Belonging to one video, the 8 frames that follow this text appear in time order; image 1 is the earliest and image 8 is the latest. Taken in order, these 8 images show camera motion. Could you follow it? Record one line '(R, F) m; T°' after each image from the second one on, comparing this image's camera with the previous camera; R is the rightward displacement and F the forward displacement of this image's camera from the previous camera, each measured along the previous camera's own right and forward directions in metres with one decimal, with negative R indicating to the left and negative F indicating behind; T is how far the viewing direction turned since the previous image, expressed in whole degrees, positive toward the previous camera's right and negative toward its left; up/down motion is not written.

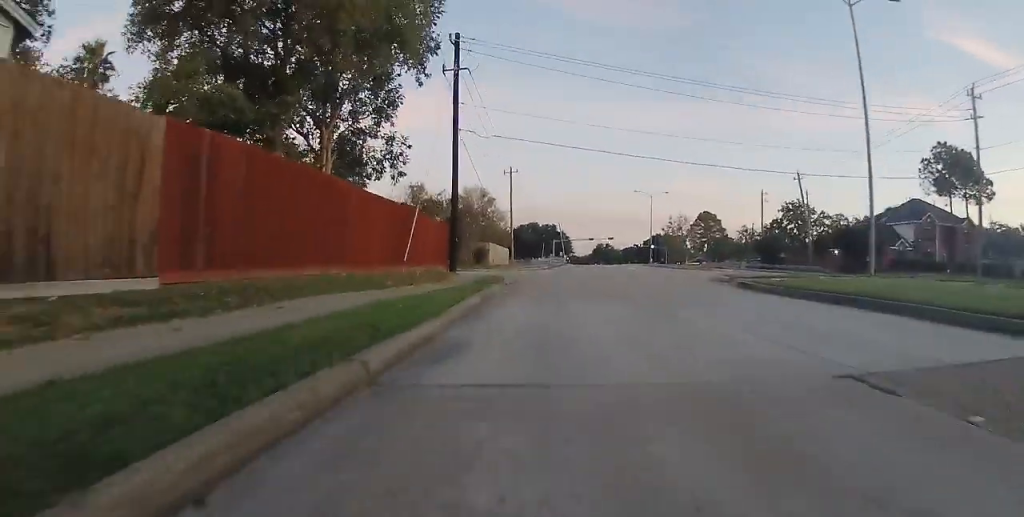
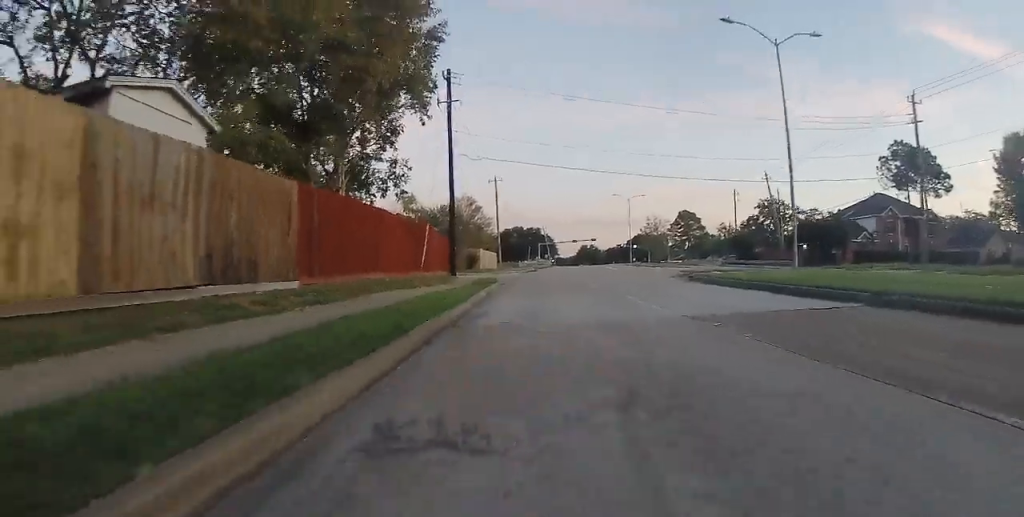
(0.0, +5.1) m; 0°
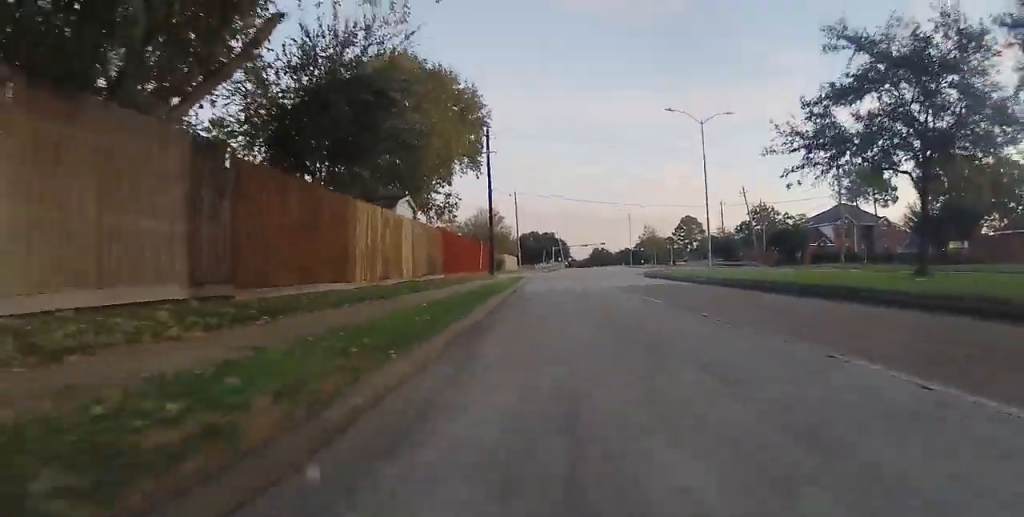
(0.0, +14.4) m; 0°
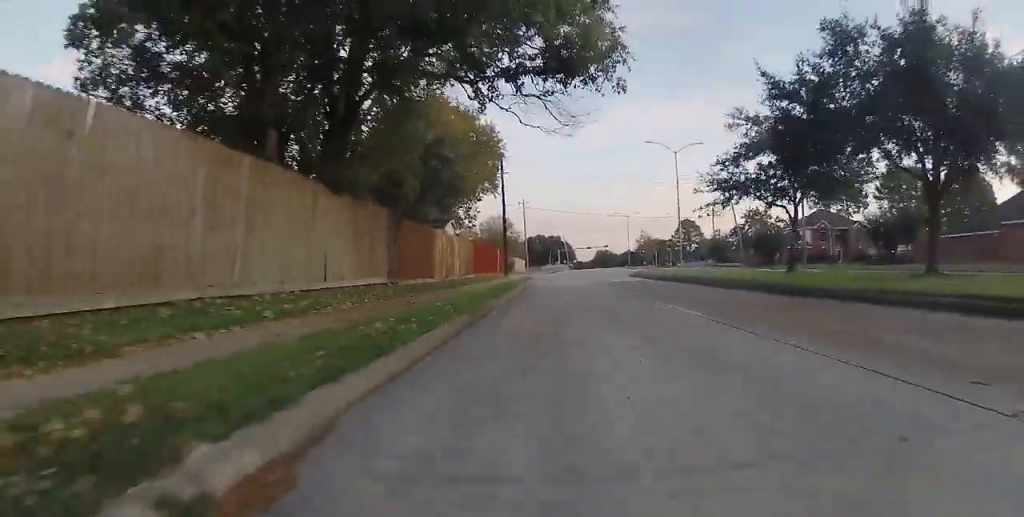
(0.0, +9.3) m; -3°
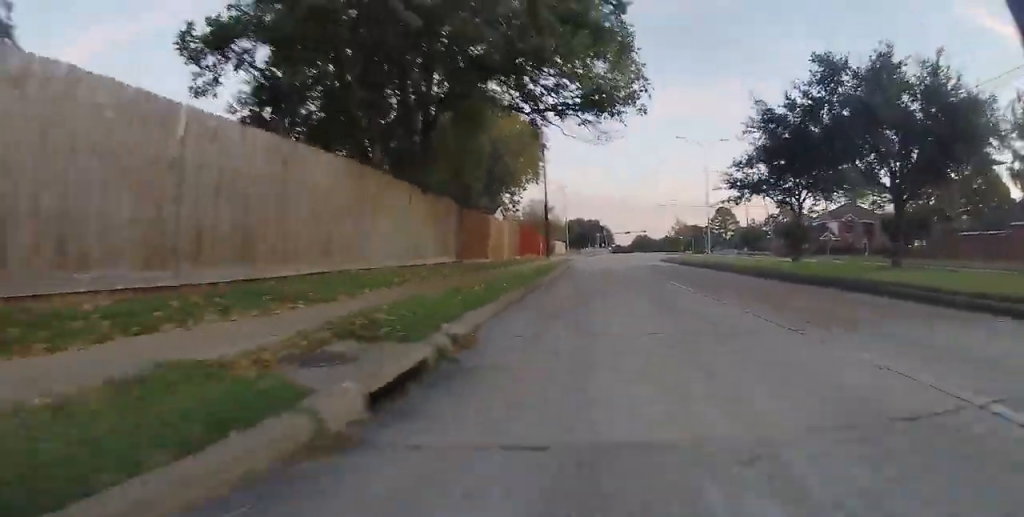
(-0.1, +4.0) m; 0°
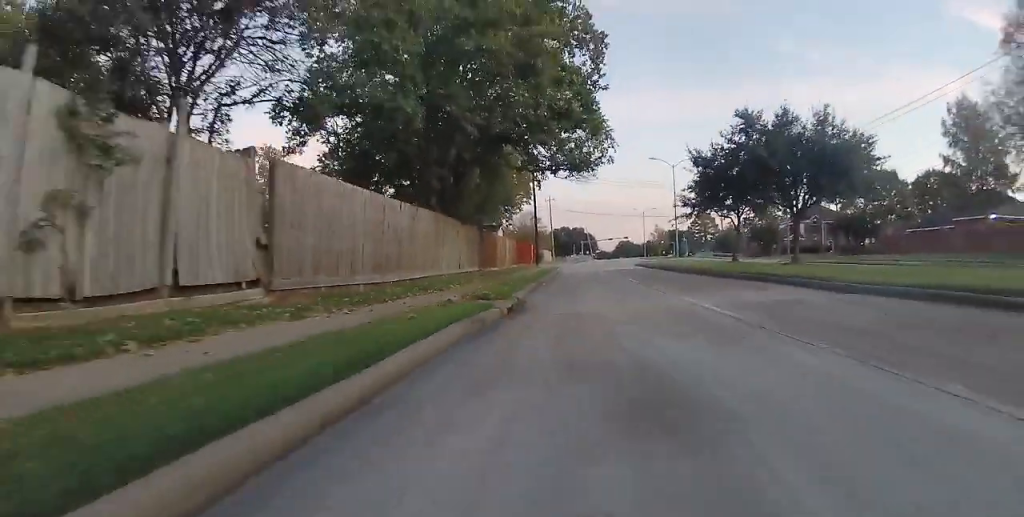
(-0.1, +8.0) m; +1°
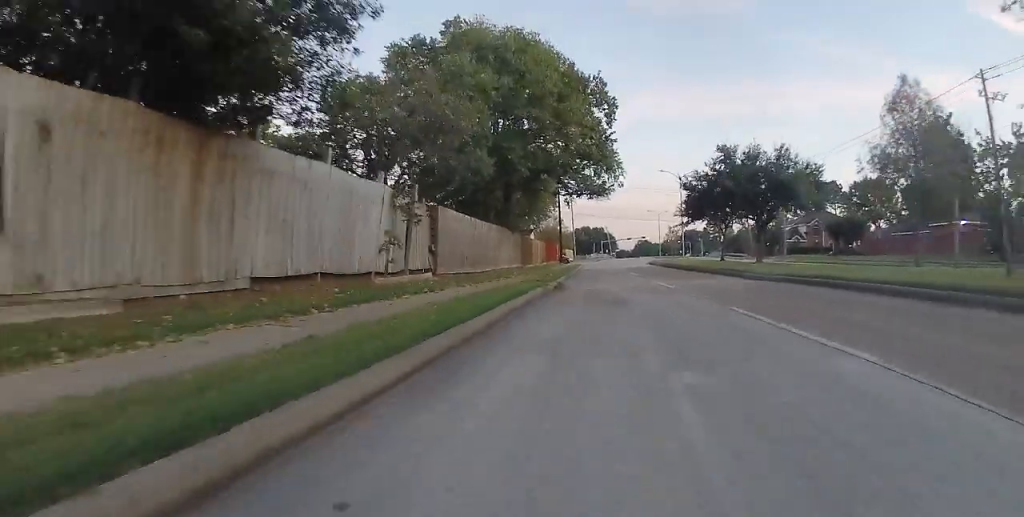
(+0.3, +8.7) m; 0°
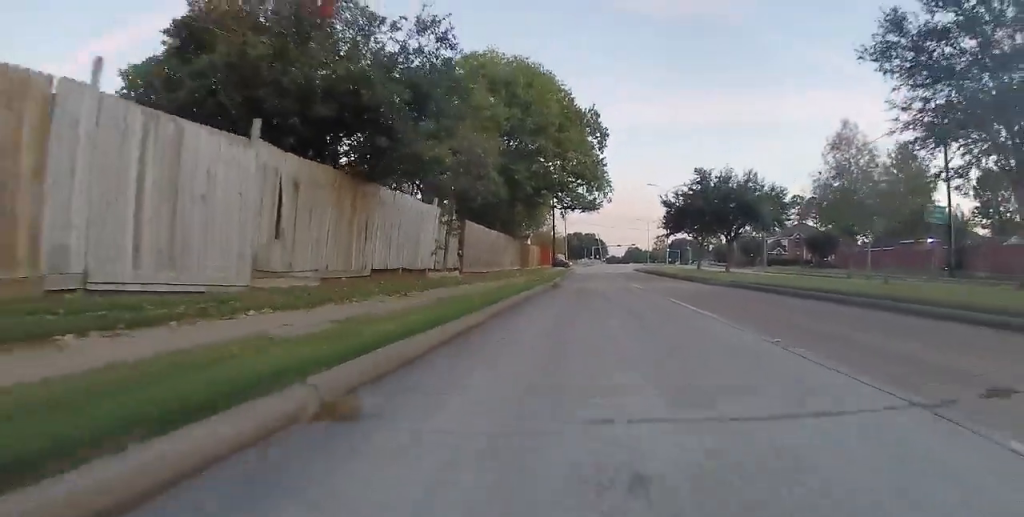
(-0.1, +5.4) m; -1°
